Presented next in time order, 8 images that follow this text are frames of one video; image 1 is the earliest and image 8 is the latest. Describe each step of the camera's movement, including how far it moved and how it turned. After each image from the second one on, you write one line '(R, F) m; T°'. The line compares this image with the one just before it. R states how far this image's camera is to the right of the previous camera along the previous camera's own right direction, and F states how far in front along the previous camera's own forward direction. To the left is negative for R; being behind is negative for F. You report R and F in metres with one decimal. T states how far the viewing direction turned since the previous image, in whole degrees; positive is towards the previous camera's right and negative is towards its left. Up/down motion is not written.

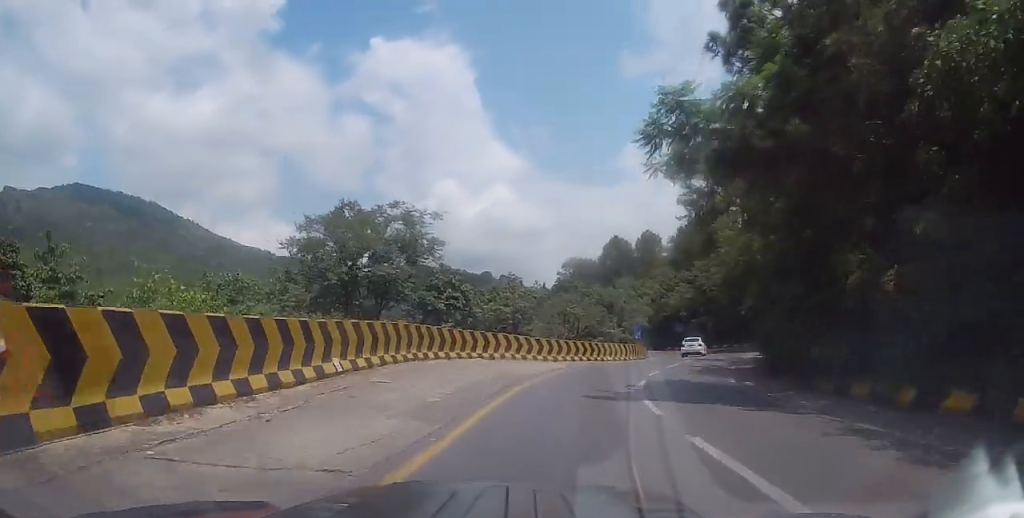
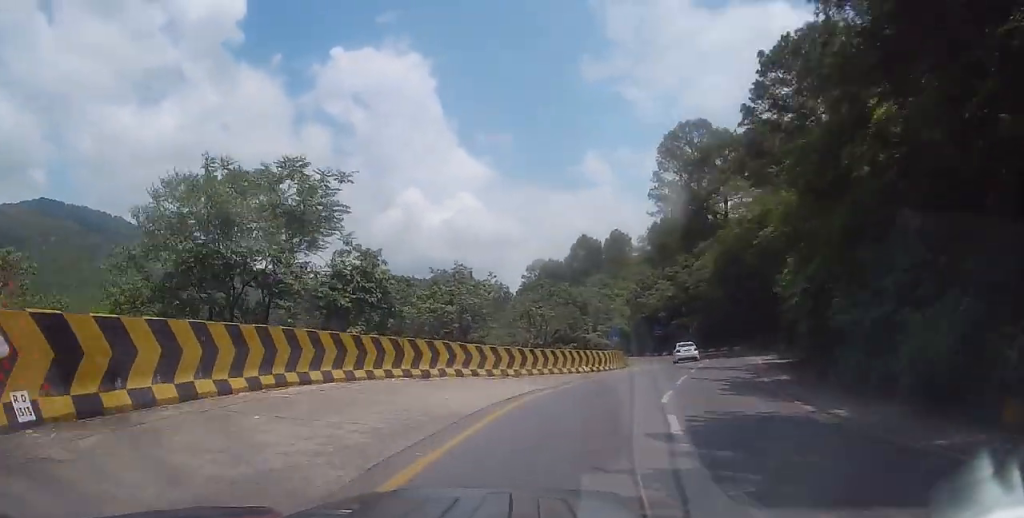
(+0.2, +8.6) m; +6°
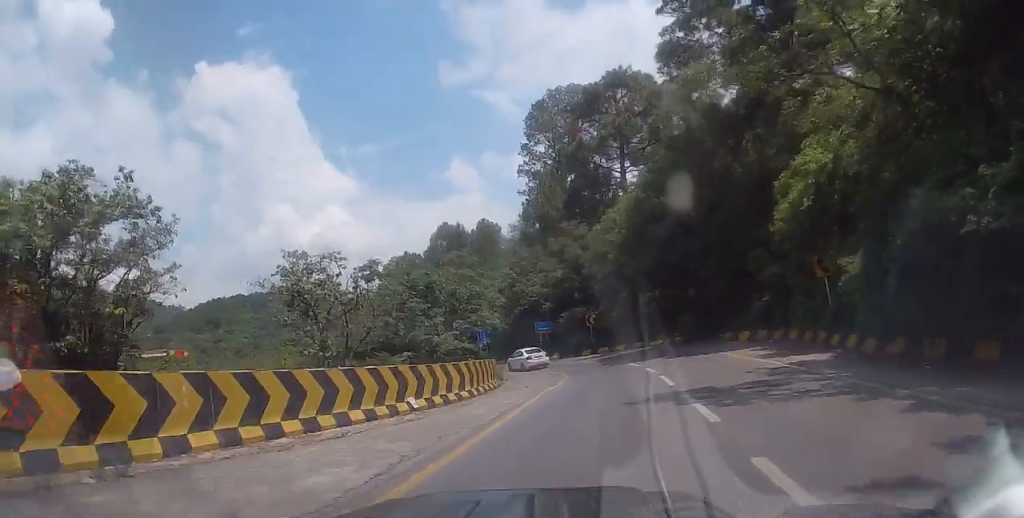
(+1.9, +18.3) m; +8°
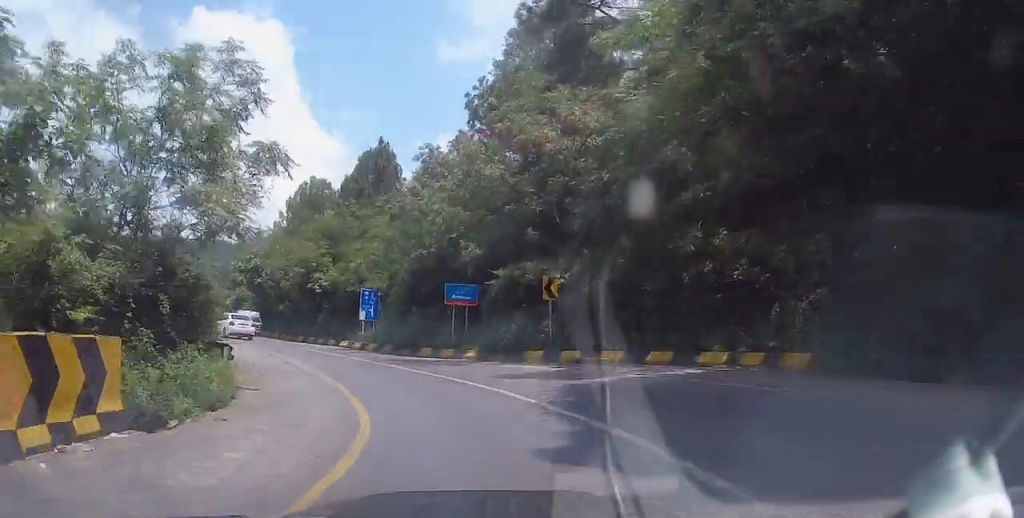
(+1.2, +27.2) m; 0°
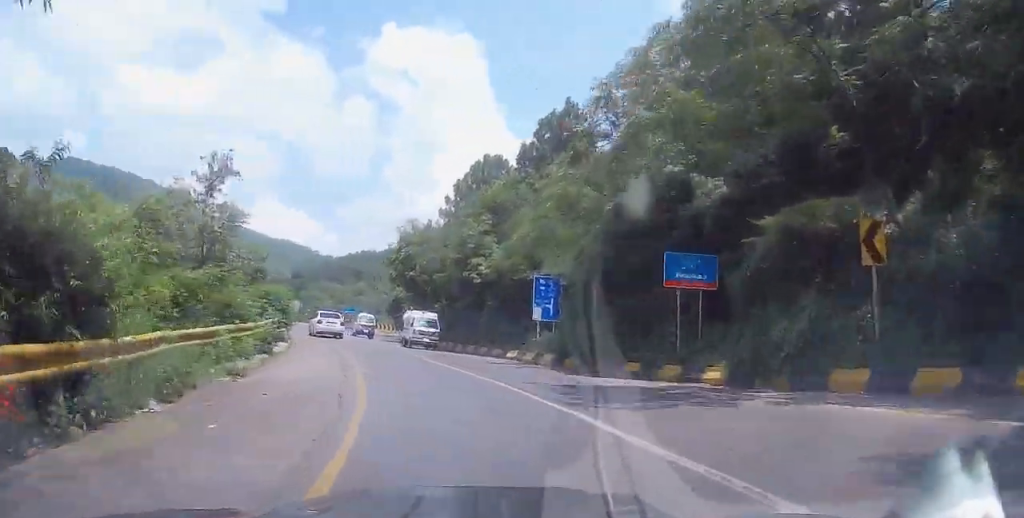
(-0.8, +12.2) m; -13°
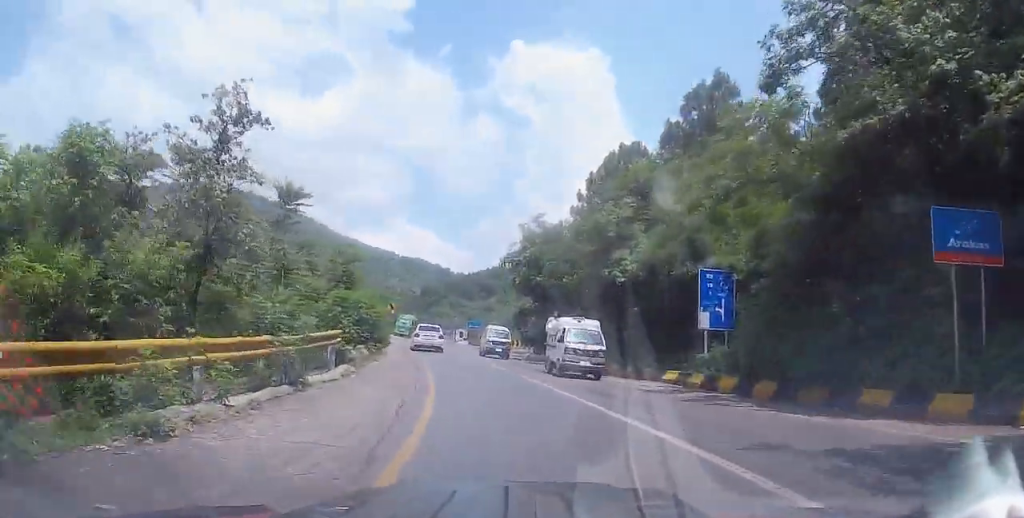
(-0.7, +6.8) m; -9°
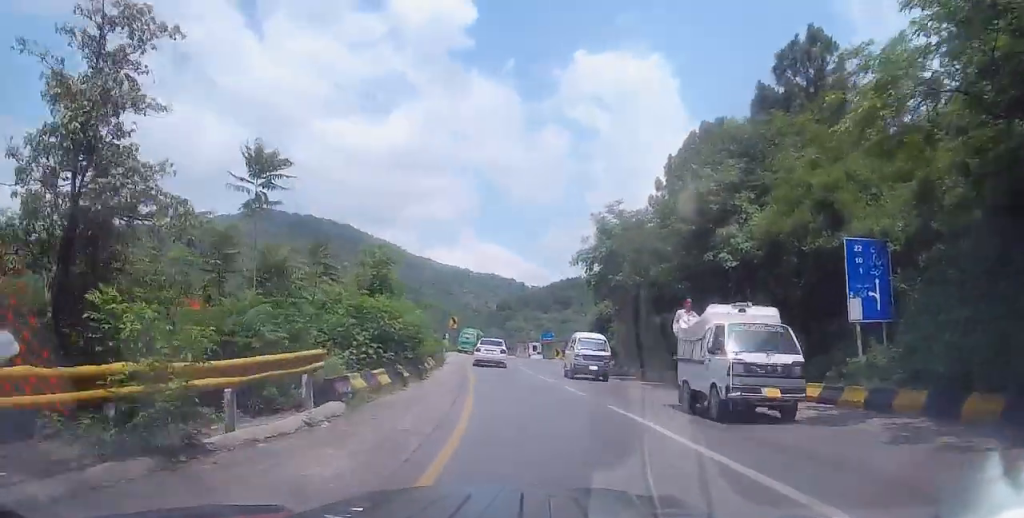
(-0.4, +5.8) m; -7°
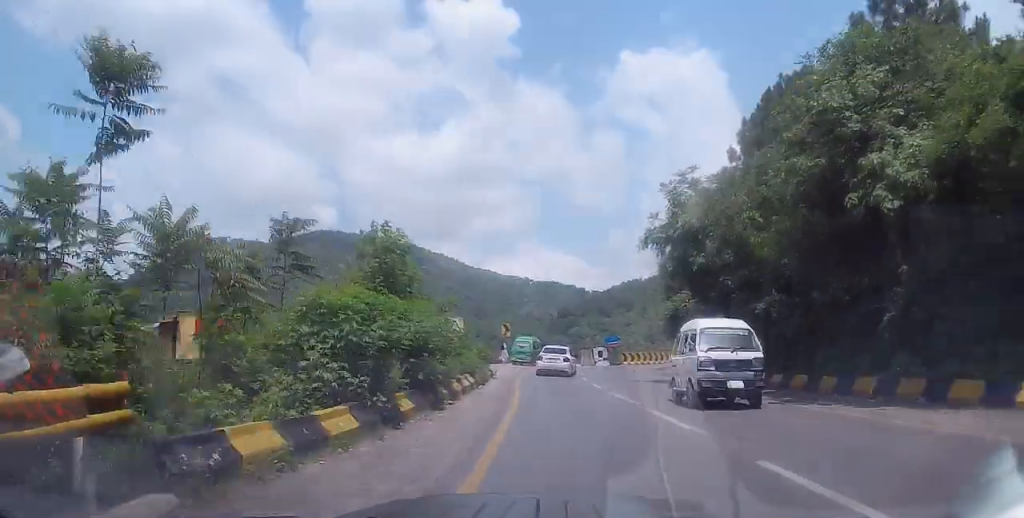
(-0.5, +6.1) m; -5°
